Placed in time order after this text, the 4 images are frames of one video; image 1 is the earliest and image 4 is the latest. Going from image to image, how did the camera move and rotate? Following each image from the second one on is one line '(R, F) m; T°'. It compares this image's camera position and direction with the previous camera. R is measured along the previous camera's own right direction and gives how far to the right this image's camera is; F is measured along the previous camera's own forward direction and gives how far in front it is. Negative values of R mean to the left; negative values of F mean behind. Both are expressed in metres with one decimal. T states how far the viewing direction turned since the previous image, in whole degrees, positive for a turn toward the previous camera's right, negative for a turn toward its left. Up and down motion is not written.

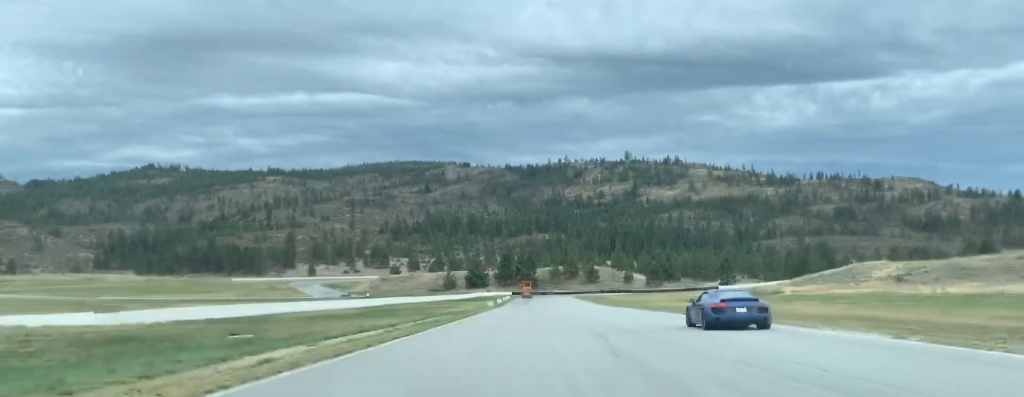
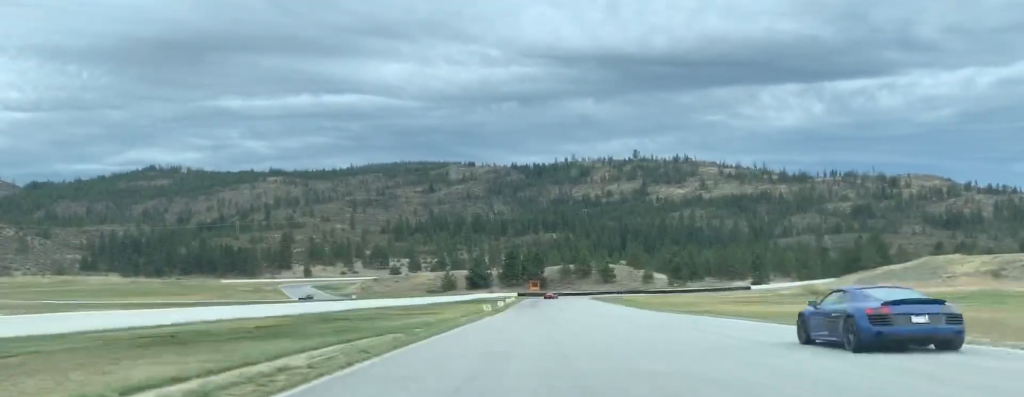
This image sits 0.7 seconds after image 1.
(-0.1, +25.9) m; +1°
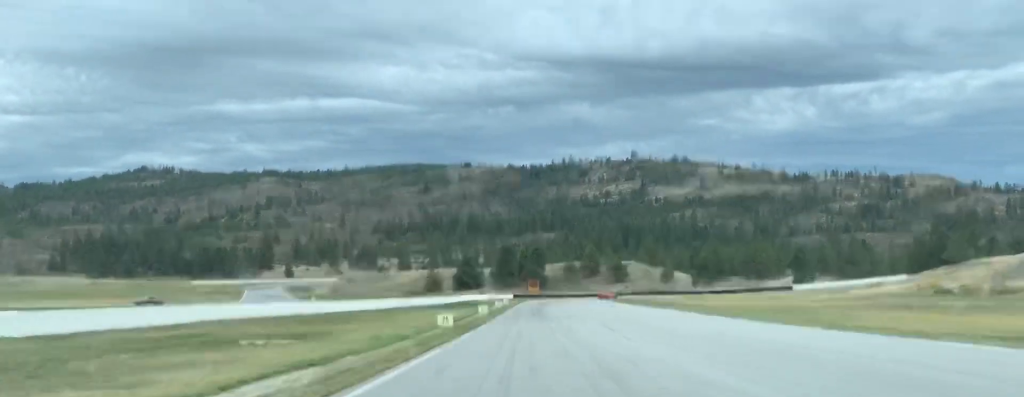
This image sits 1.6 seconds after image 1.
(+0.8, +38.8) m; +2°
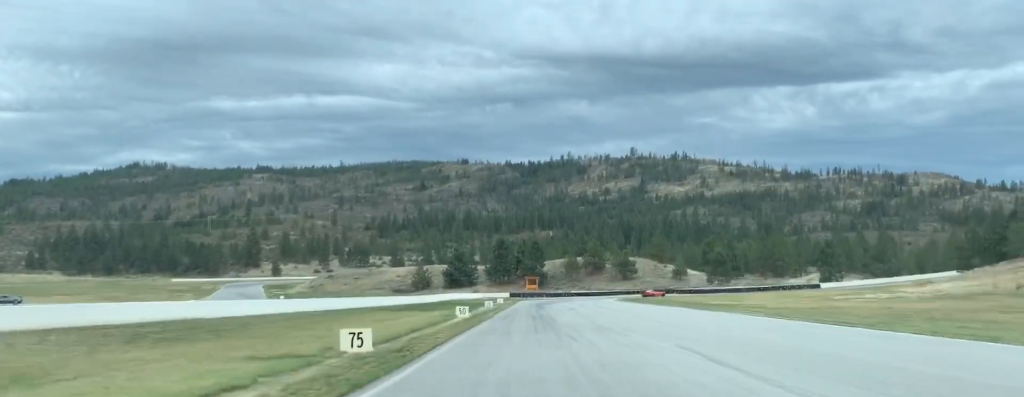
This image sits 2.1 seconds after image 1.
(+0.2, +17.5) m; 0°
